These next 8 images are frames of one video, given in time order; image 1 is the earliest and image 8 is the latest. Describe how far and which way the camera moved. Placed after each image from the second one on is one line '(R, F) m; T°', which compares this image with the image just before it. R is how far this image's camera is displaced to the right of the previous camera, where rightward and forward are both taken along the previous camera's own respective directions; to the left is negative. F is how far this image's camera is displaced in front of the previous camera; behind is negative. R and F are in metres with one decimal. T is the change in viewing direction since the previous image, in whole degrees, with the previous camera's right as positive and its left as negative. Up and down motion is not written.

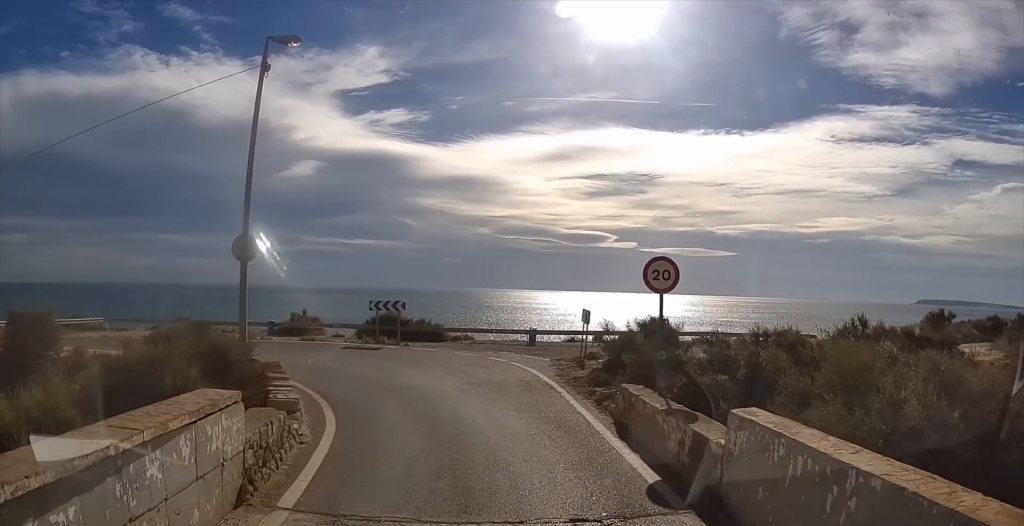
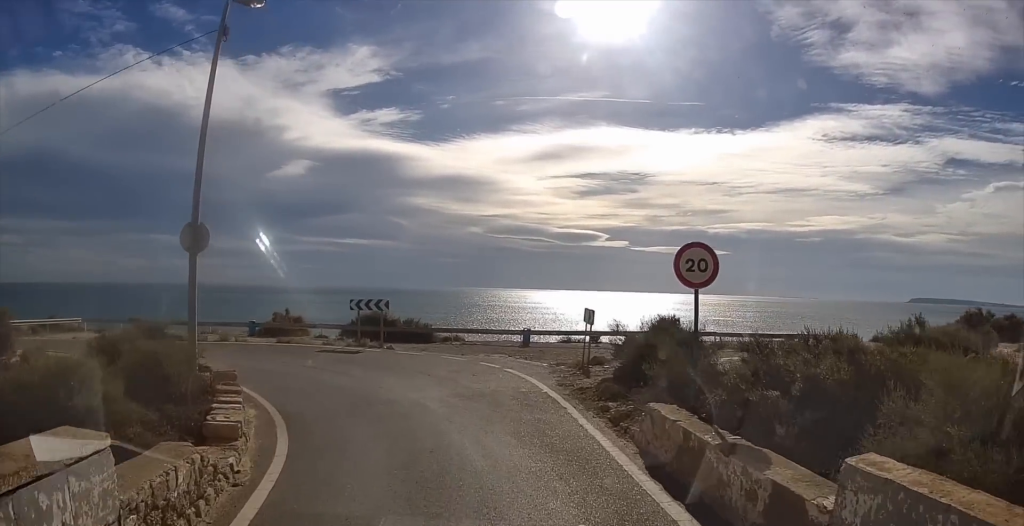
(0.0, +1.8) m; +2°
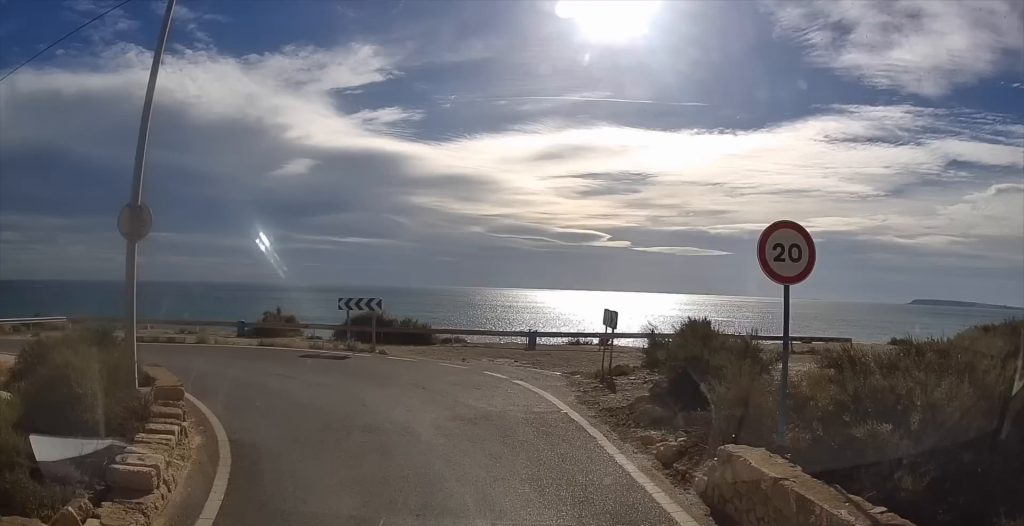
(0.0, +2.1) m; 0°
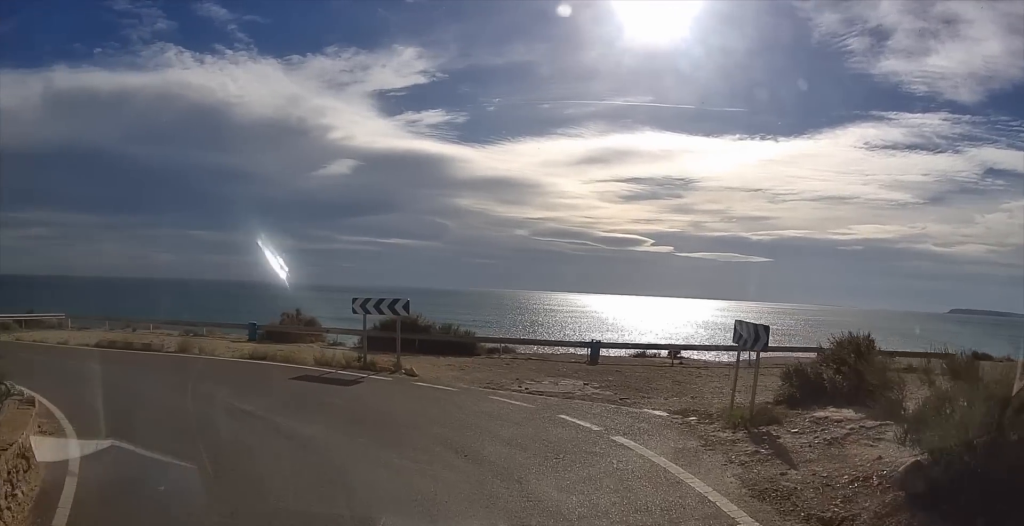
(0.0, +4.6) m; -5°
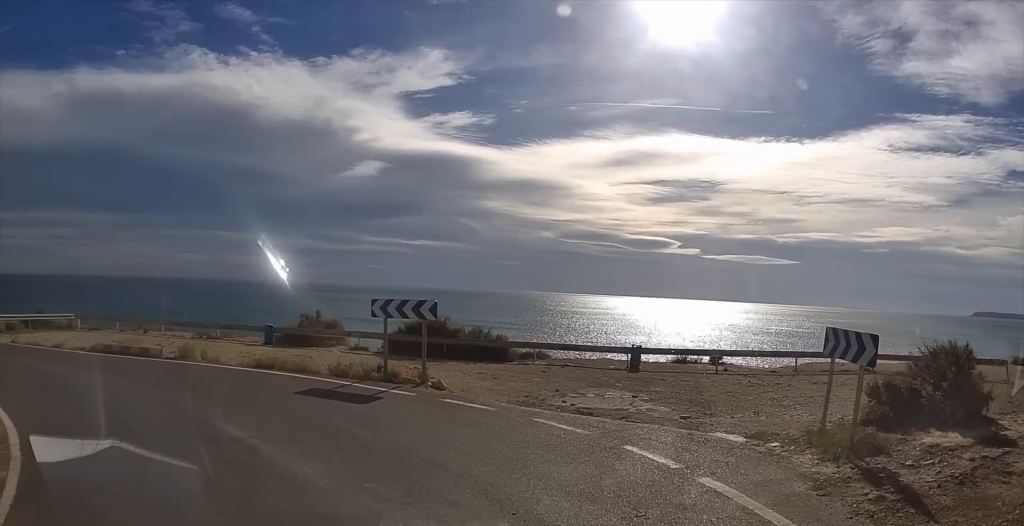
(0.0, +1.9) m; -3°
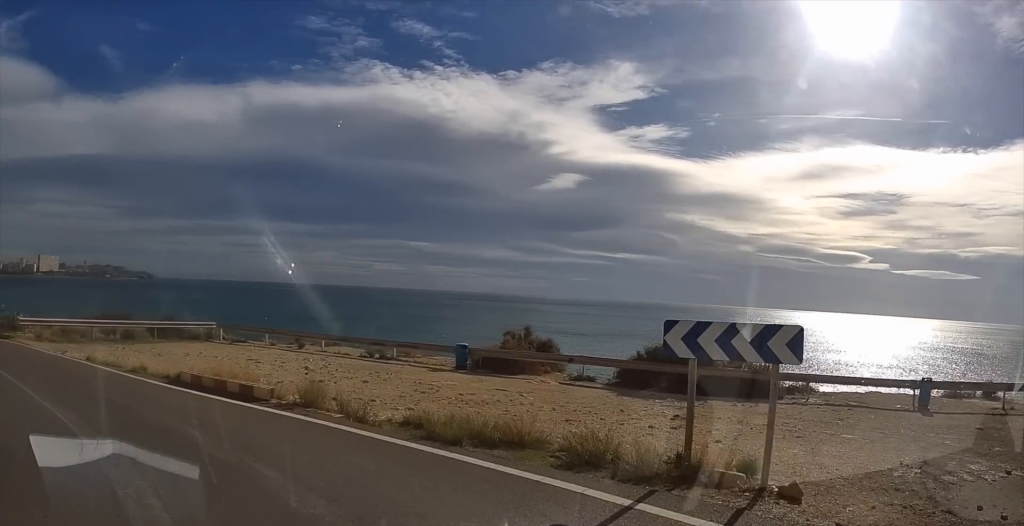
(-1.4, +7.7) m; -20°
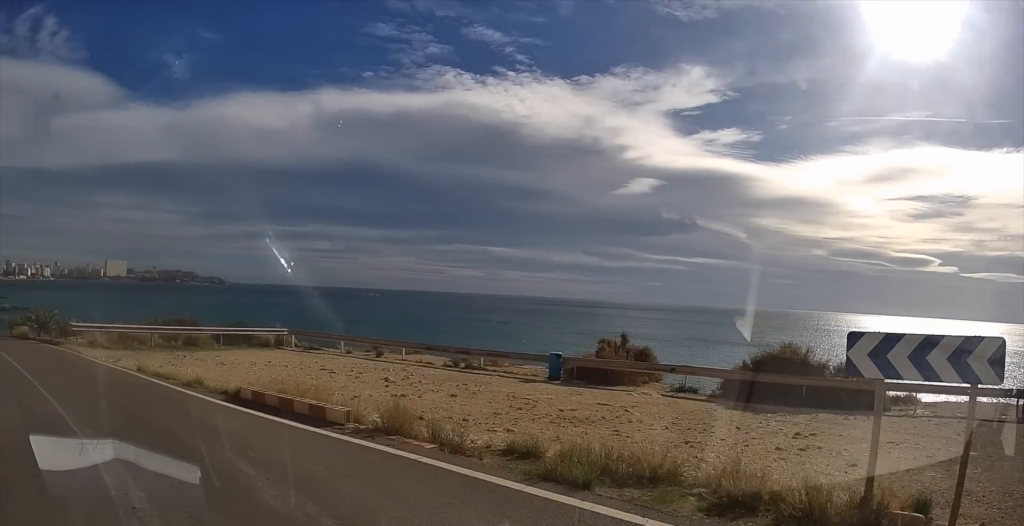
(0.0, +1.6) m; -7°
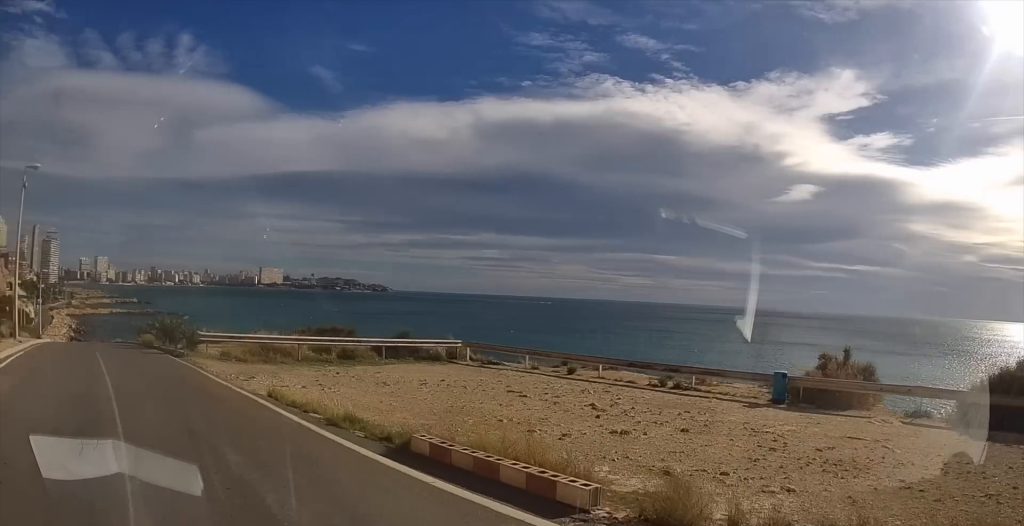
(-0.4, +2.9) m; -20°
